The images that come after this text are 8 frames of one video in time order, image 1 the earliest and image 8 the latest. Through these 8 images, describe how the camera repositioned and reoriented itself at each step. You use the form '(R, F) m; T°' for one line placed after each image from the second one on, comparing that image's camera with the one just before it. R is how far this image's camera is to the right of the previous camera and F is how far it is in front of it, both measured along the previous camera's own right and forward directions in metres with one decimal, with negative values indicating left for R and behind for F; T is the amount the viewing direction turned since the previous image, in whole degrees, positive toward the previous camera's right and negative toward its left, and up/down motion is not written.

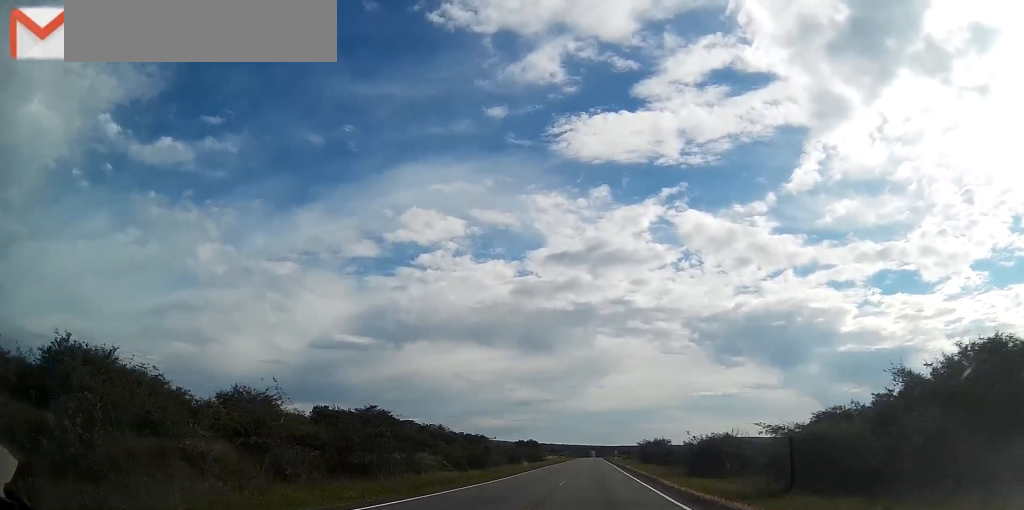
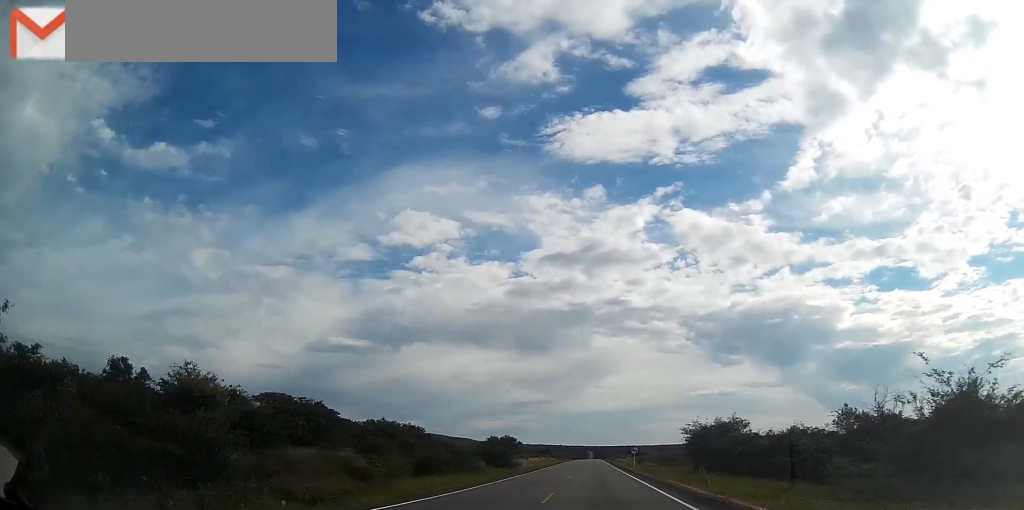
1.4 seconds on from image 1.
(+0.2, +56.7) m; 0°
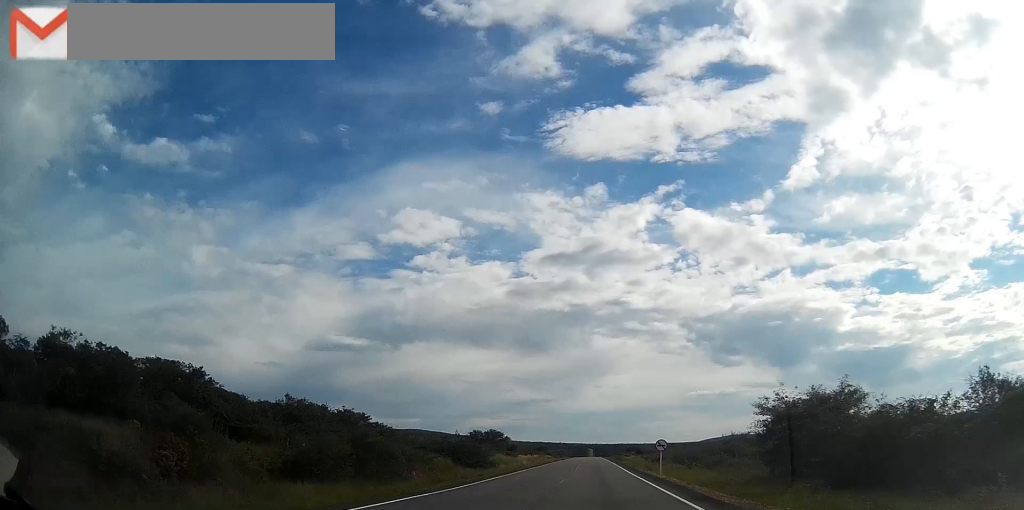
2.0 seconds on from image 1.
(0.0, +24.3) m; 0°
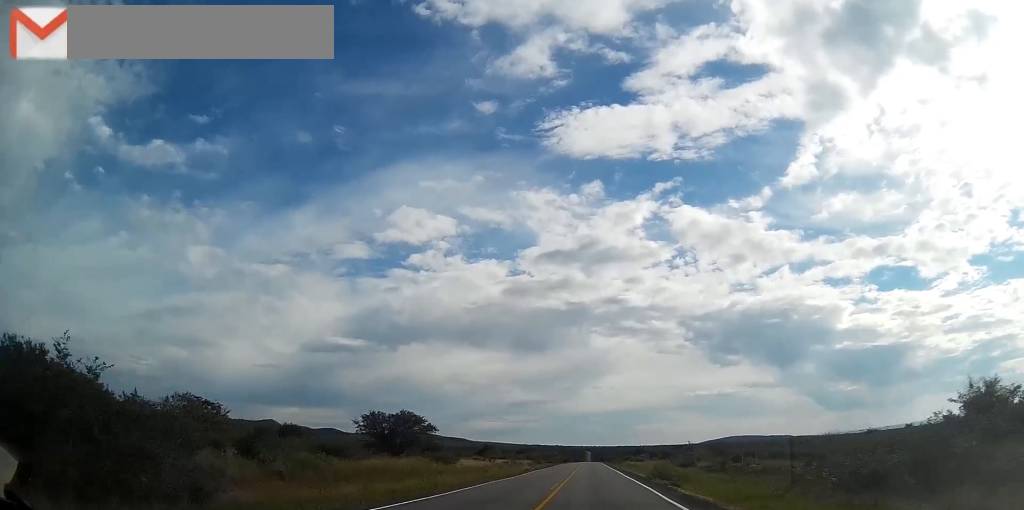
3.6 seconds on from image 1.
(0.0, +63.1) m; 0°
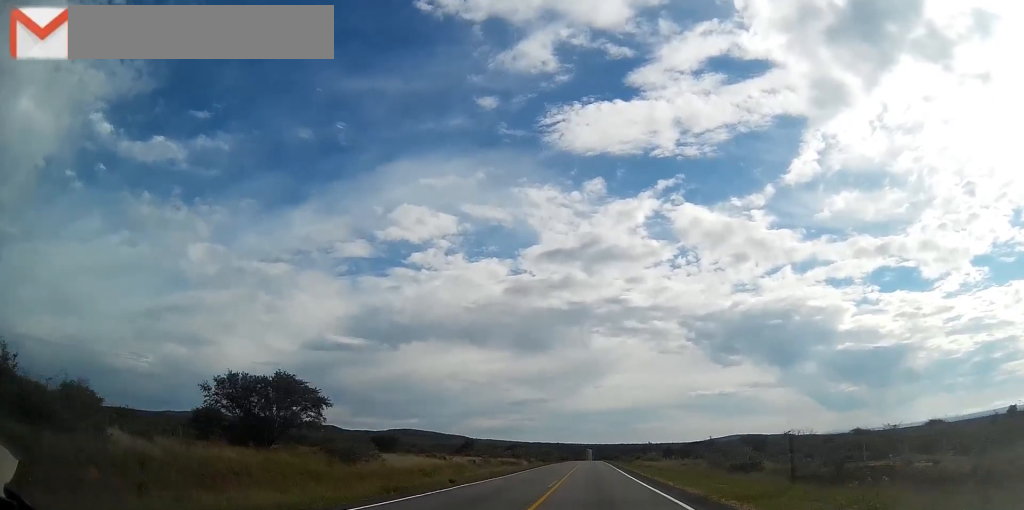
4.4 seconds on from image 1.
(+0.2, +33.9) m; 0°
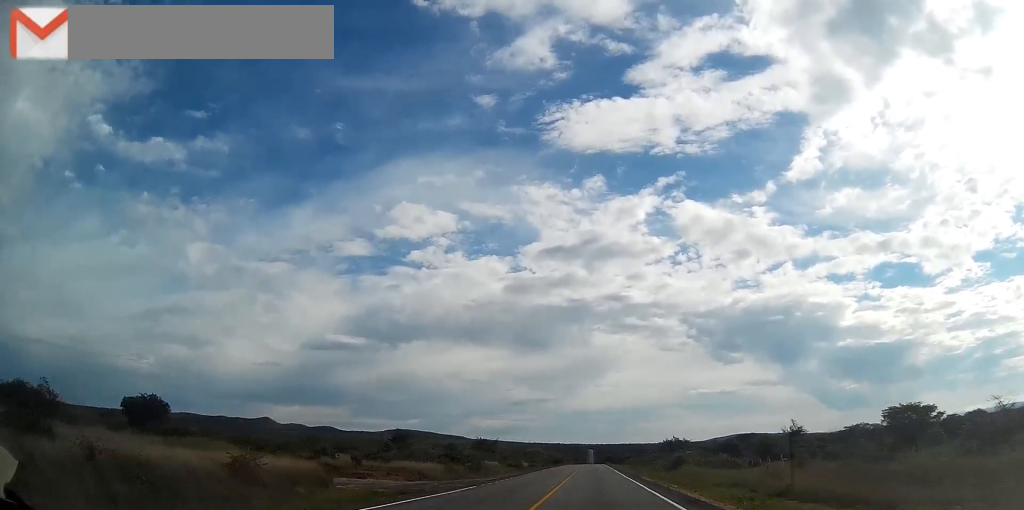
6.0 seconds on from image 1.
(0.0, +63.0) m; 0°
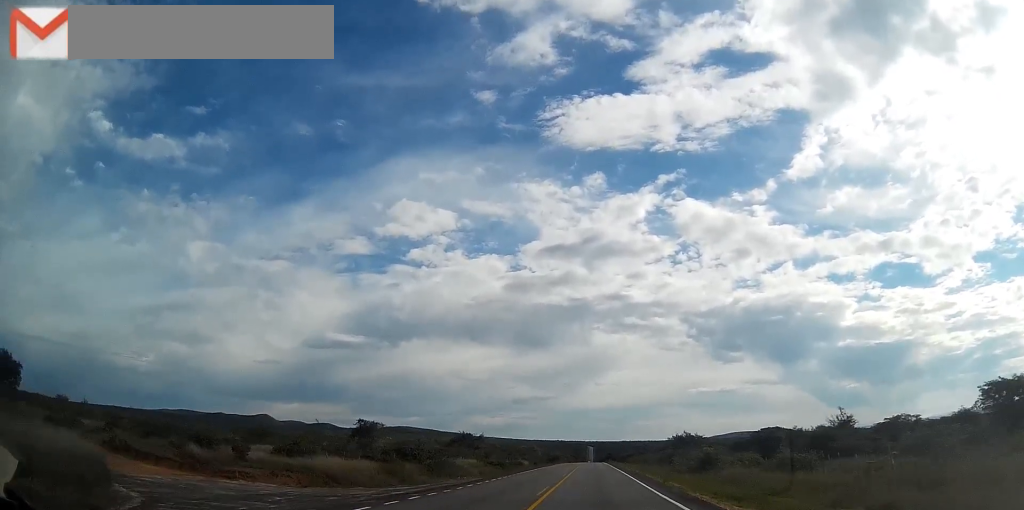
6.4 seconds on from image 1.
(0.0, +19.4) m; 0°
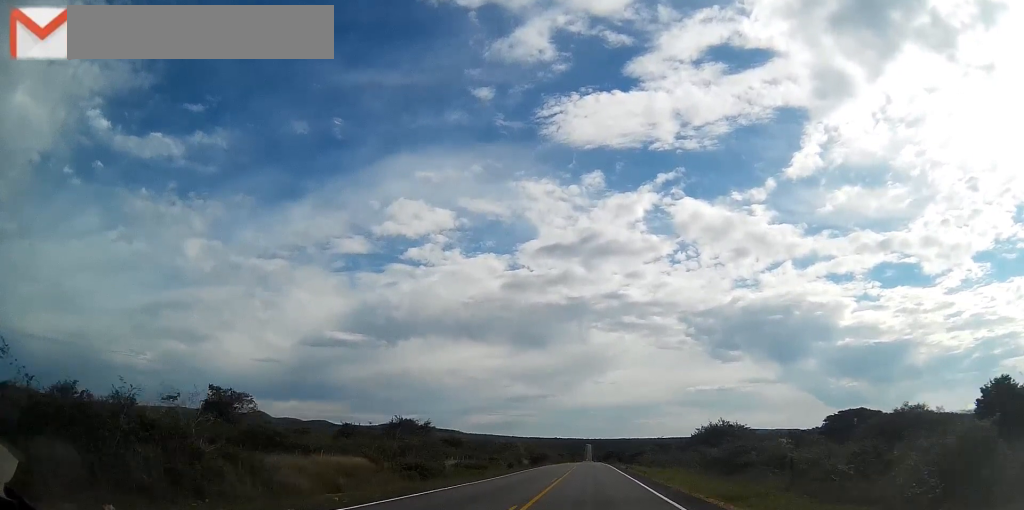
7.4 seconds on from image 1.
(0.0, +40.4) m; 0°
